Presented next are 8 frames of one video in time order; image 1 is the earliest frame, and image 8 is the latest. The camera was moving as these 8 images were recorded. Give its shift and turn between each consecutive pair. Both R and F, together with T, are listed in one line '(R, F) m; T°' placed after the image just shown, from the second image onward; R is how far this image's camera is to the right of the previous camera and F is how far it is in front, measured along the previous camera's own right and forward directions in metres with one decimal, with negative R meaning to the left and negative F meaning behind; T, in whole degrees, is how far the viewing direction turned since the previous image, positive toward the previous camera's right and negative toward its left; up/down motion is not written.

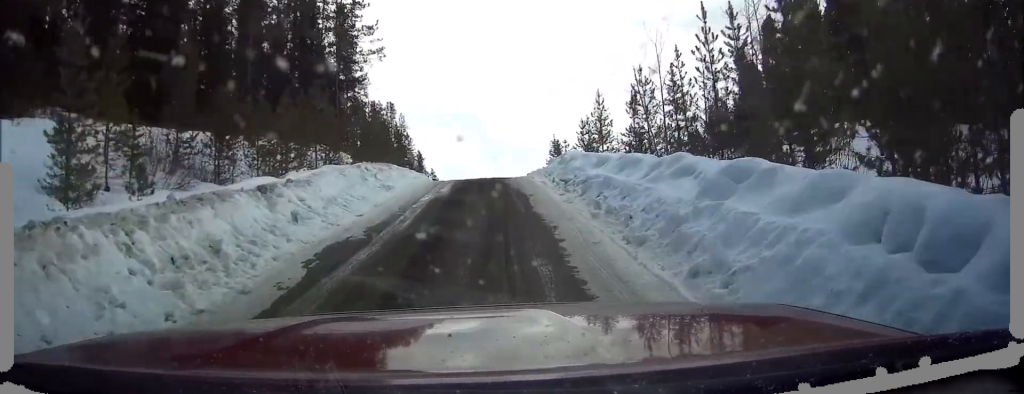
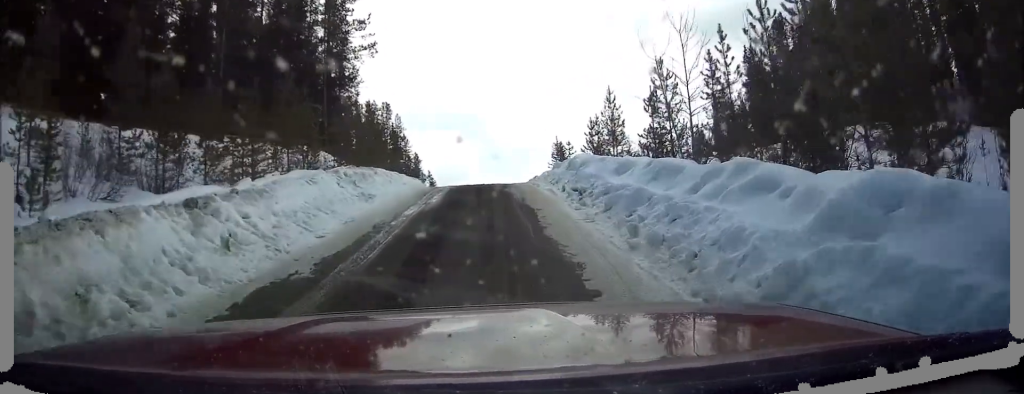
(-0.1, +3.3) m; 0°
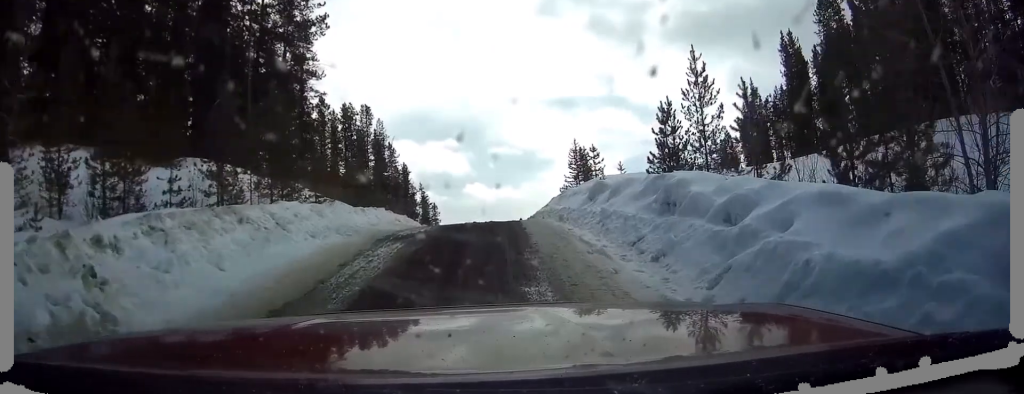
(+0.1, +13.6) m; +1°
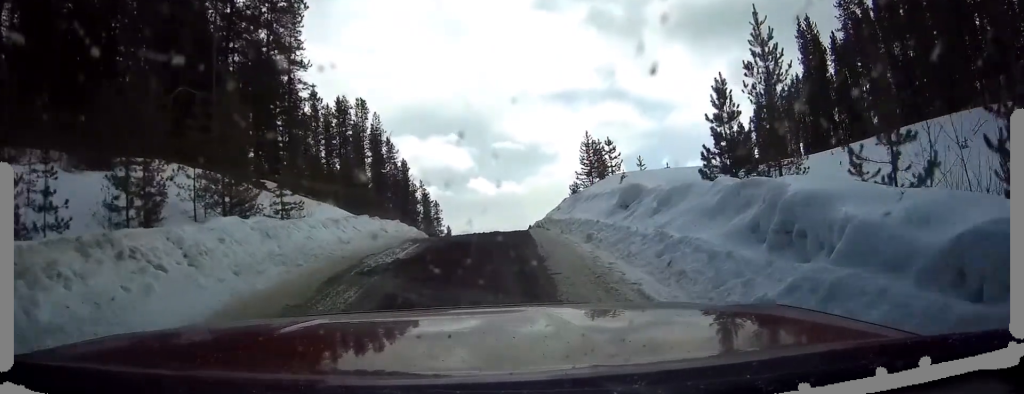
(+0.1, +4.4) m; +1°
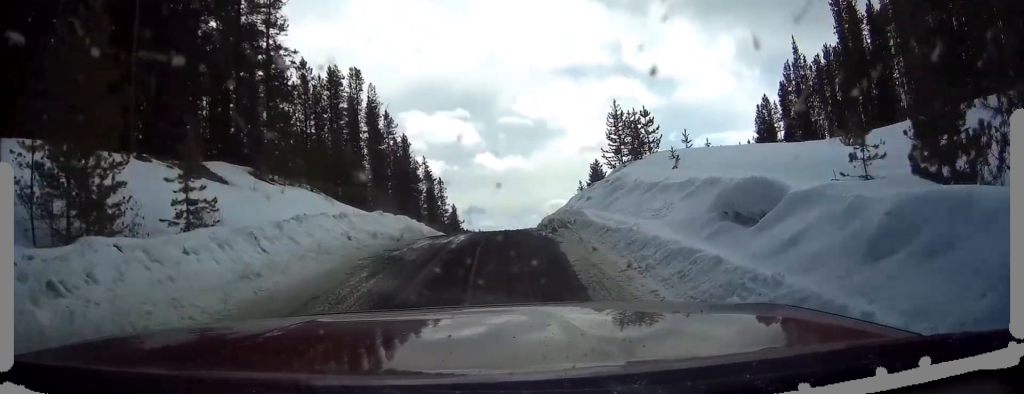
(+0.1, +7.1) m; +1°
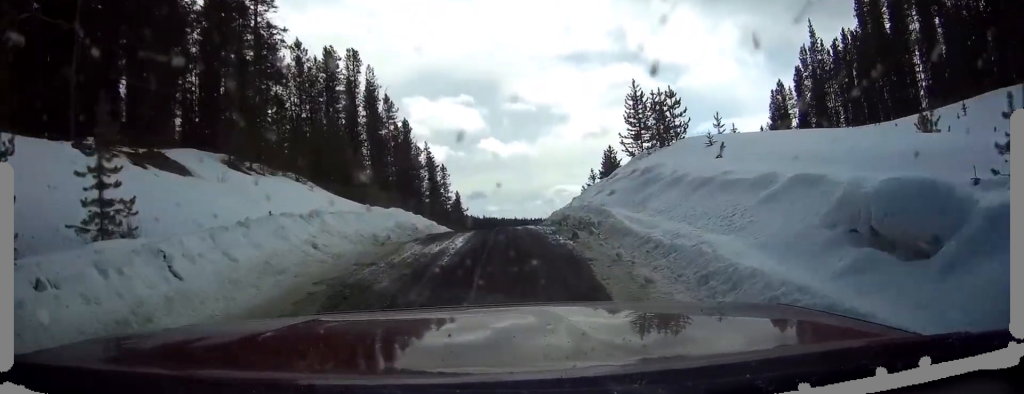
(-0.1, +3.6) m; 0°
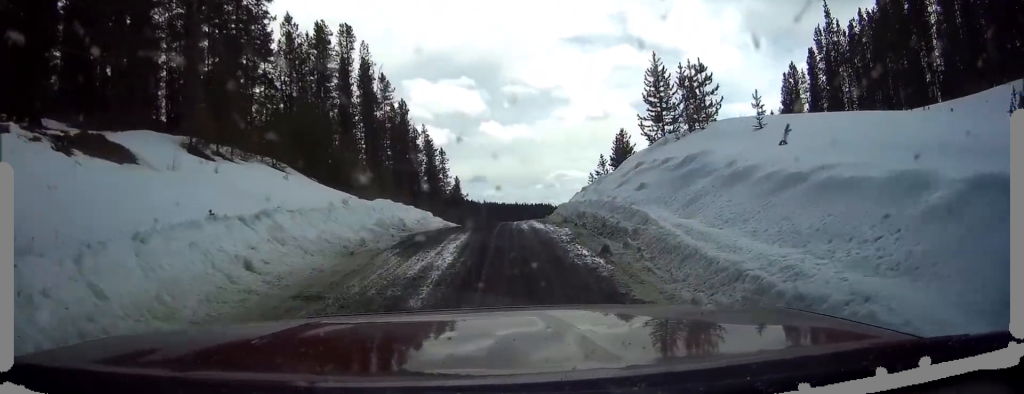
(+0.1, +3.7) m; +1°
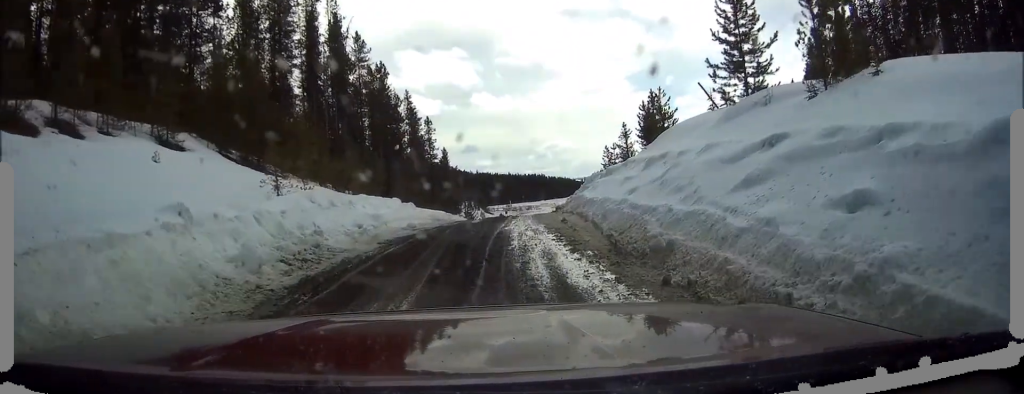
(+0.1, +9.8) m; -1°
